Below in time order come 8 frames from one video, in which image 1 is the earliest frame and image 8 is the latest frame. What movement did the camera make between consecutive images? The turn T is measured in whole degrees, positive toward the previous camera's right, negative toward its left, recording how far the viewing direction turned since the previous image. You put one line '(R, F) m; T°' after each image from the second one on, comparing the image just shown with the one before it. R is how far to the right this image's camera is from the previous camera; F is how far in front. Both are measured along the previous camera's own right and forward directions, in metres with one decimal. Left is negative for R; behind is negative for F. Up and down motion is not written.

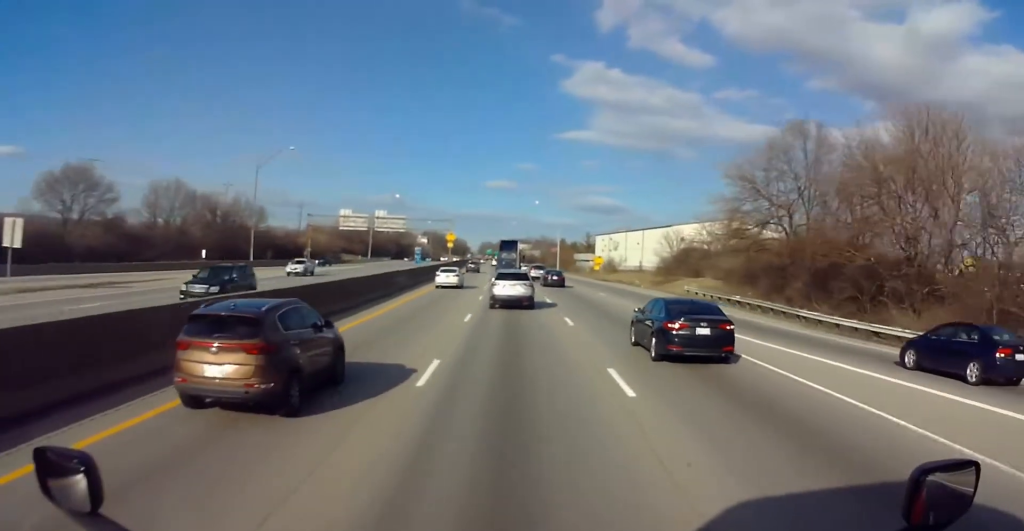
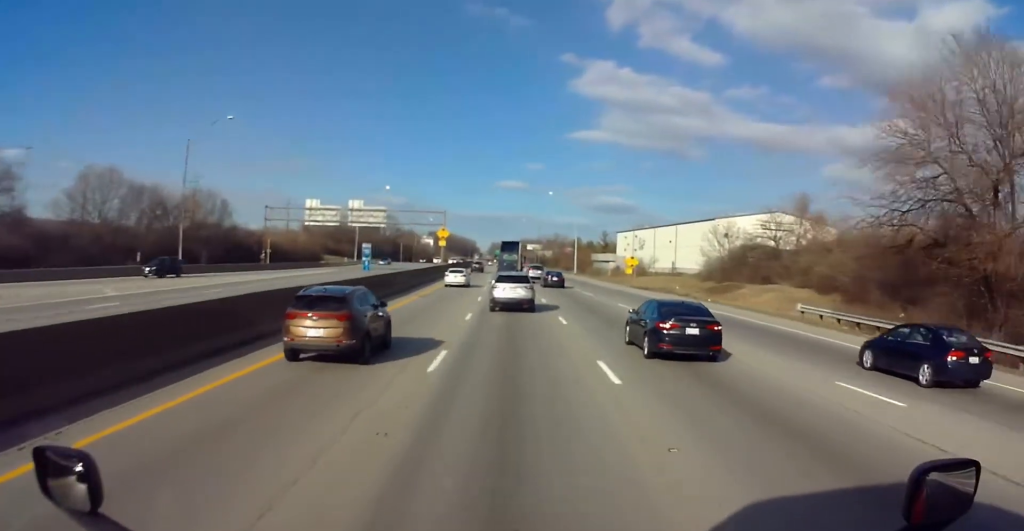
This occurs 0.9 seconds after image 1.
(0.0, +23.0) m; 0°
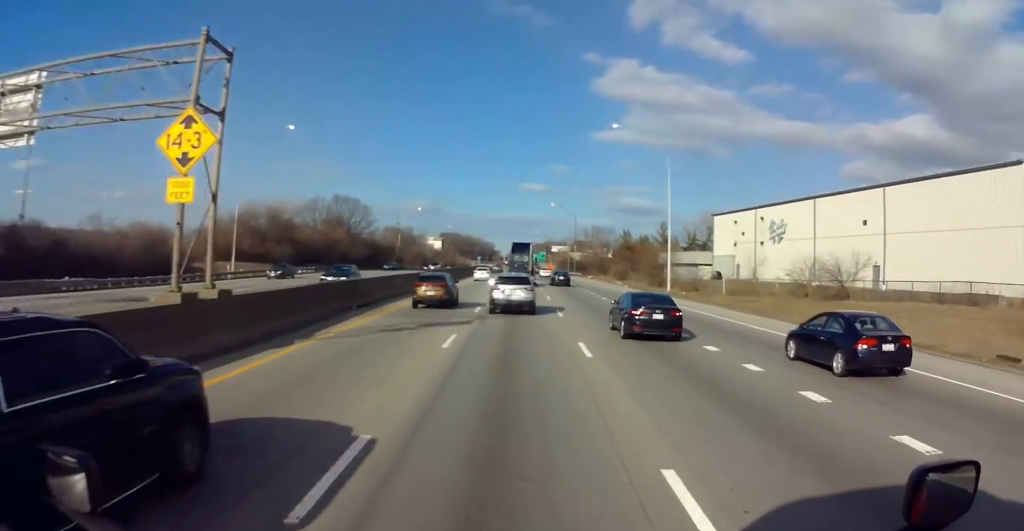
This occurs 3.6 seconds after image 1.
(+0.2, +69.7) m; +1°
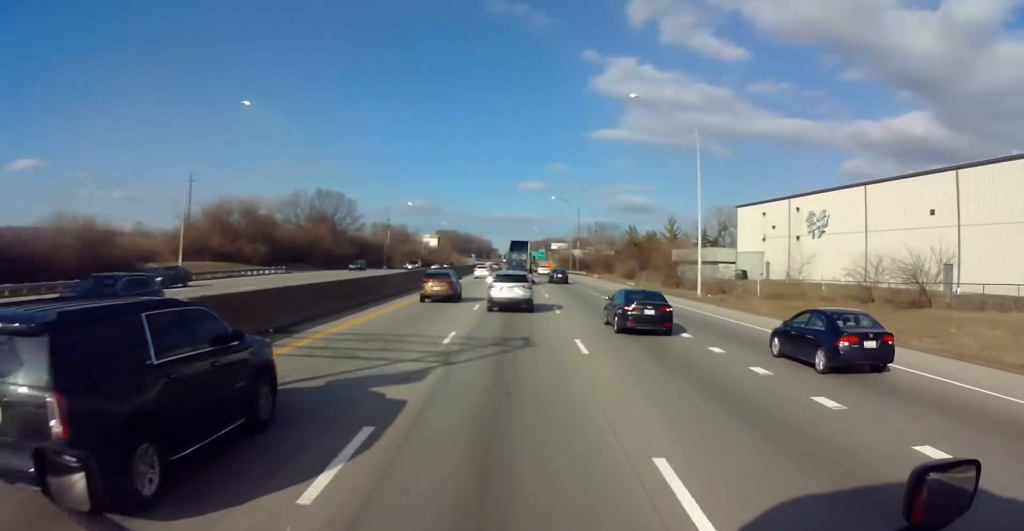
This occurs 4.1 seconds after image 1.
(0.0, +11.7) m; 0°
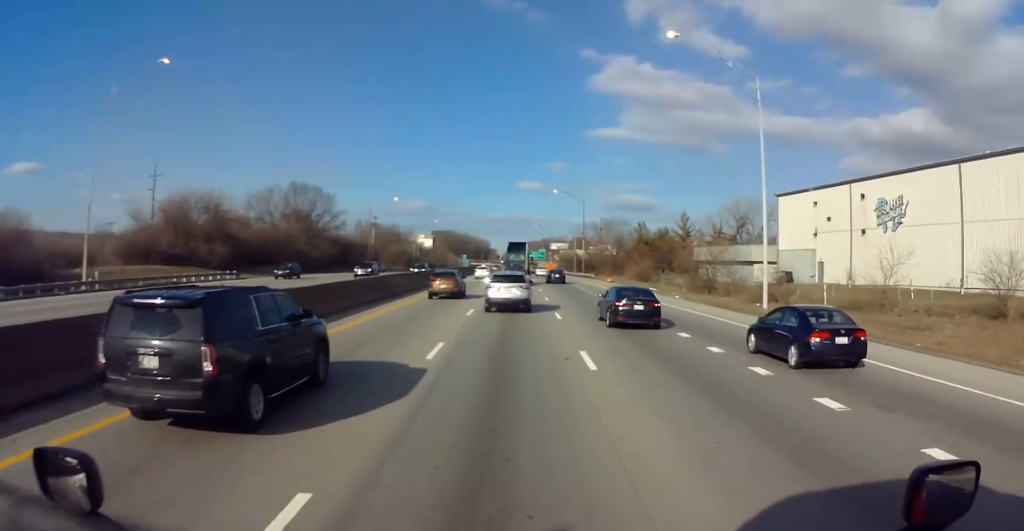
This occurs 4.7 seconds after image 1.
(0.0, +15.1) m; 0°
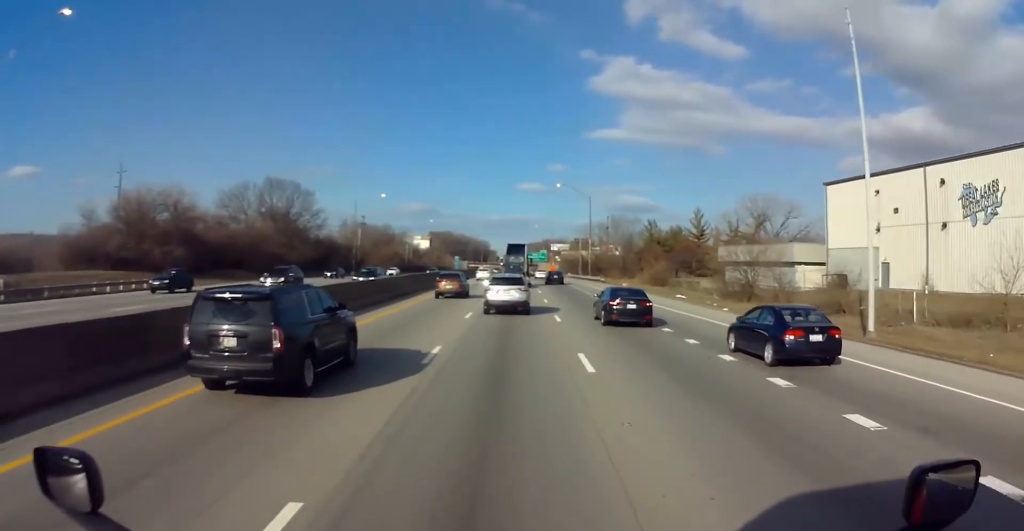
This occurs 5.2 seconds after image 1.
(0.0, +12.4) m; 0°
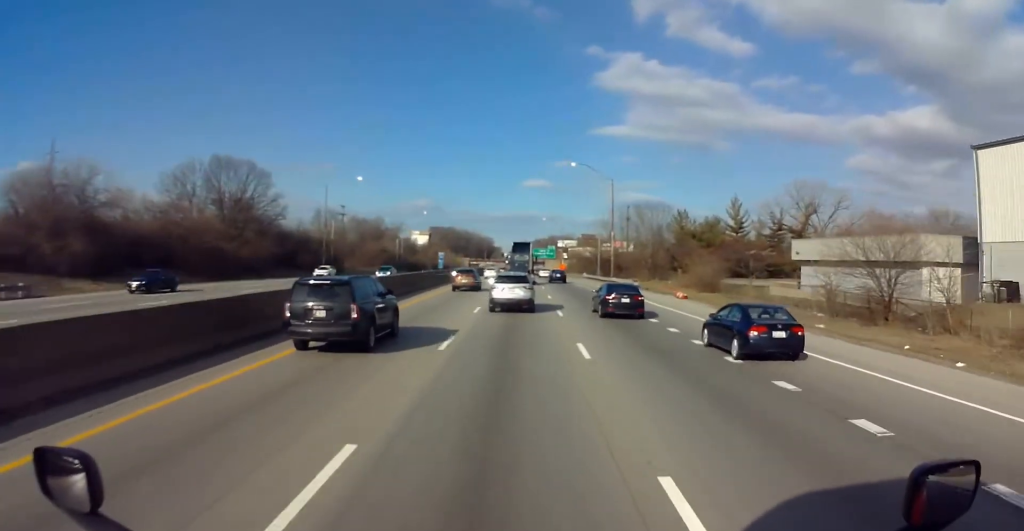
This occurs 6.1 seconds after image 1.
(-0.1, +22.3) m; -1°
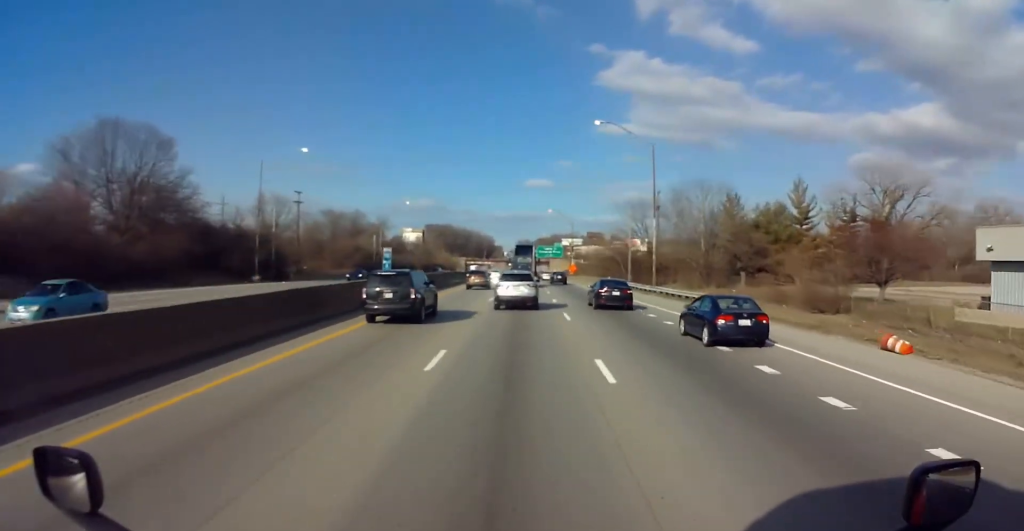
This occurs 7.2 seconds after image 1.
(-0.2, +27.7) m; 0°
